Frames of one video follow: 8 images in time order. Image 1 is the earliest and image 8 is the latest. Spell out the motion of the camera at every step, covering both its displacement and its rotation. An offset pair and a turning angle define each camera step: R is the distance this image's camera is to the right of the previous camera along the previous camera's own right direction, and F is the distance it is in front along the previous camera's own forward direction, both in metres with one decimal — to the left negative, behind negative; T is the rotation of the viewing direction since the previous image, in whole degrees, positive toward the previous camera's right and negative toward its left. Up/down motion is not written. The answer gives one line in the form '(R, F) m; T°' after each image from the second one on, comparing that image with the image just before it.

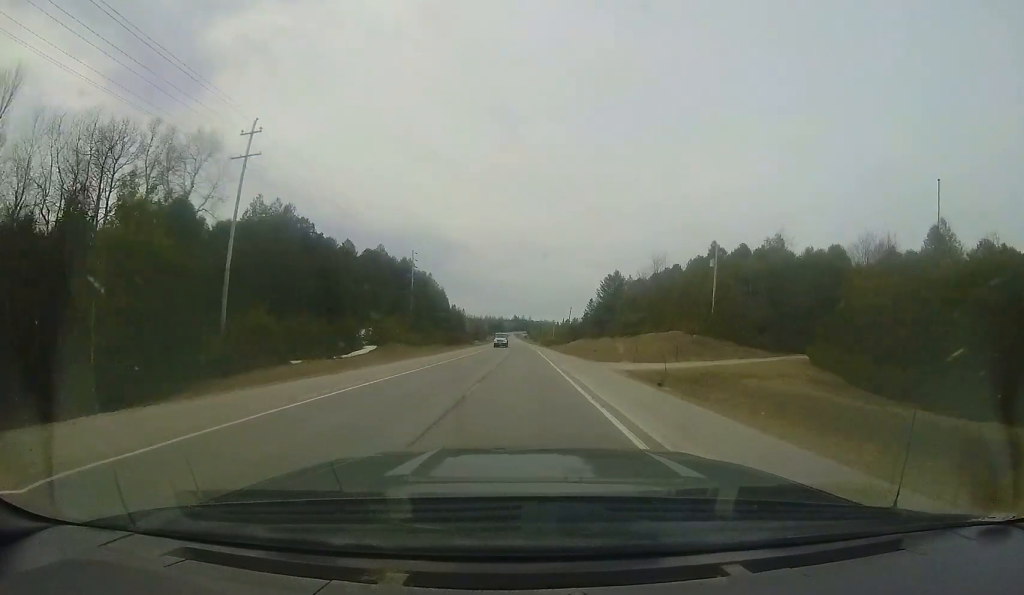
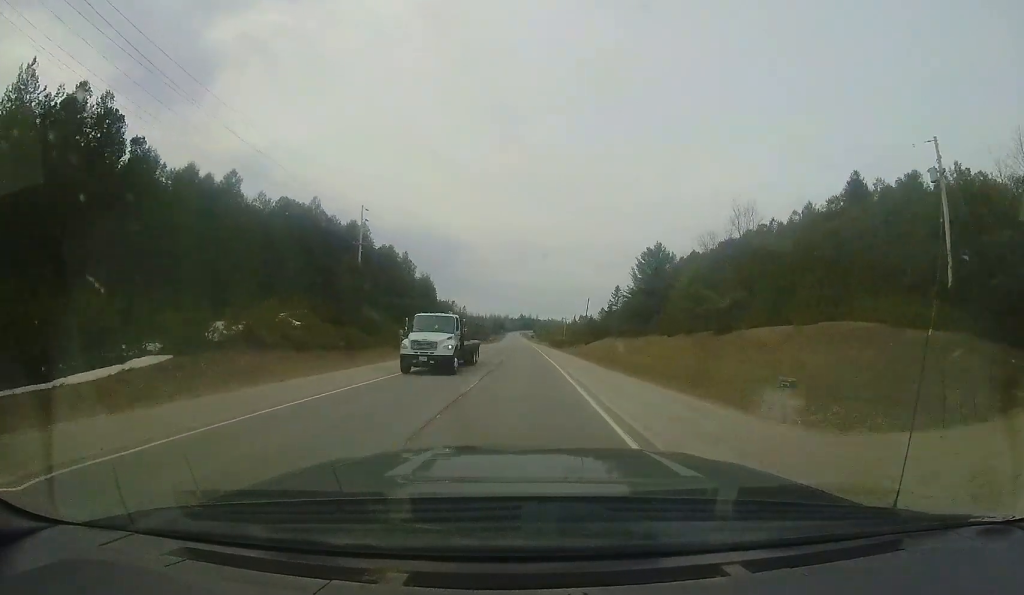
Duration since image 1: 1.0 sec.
(0.0, +26.3) m; -1°
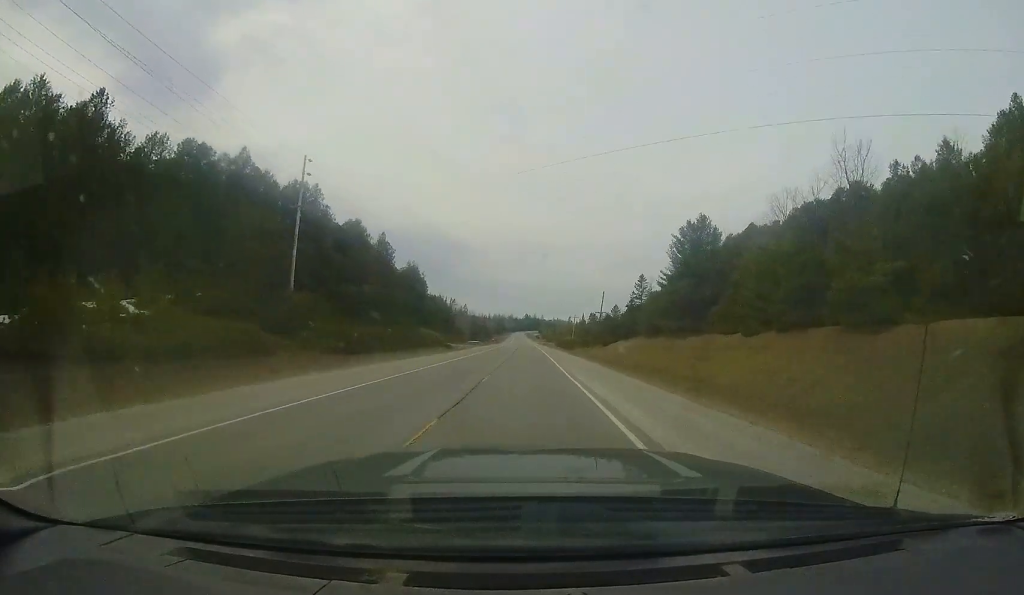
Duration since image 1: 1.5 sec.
(-0.1, +15.5) m; 0°
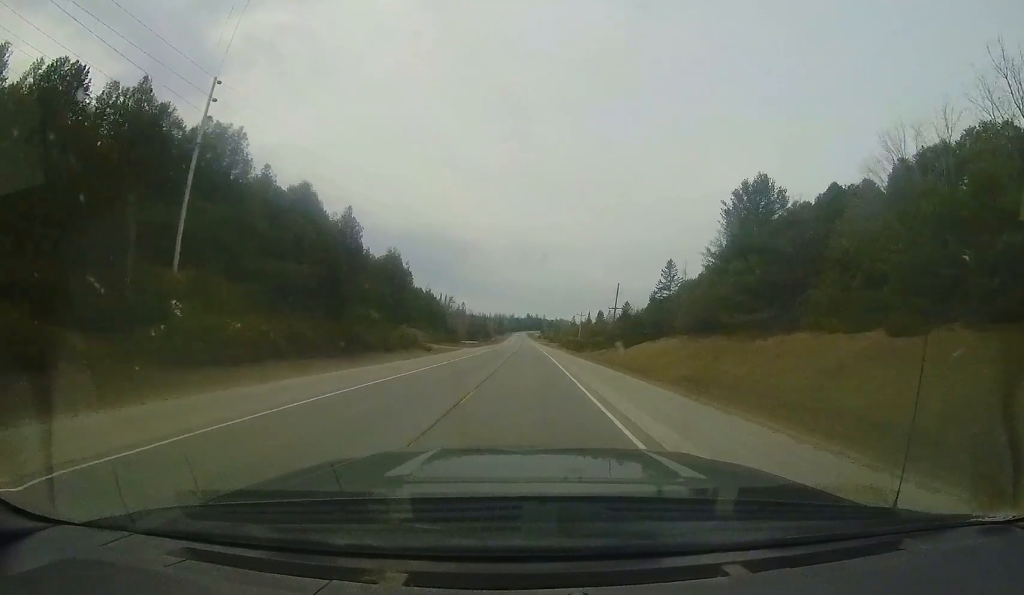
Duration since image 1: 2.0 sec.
(-0.3, +13.6) m; 0°
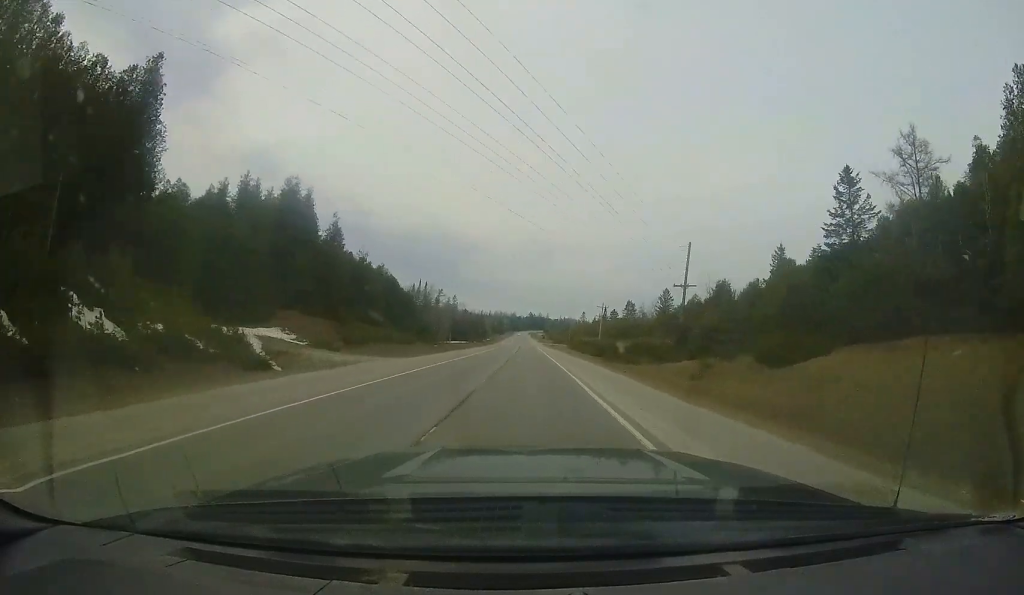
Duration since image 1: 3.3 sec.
(+0.4, +33.6) m; 0°
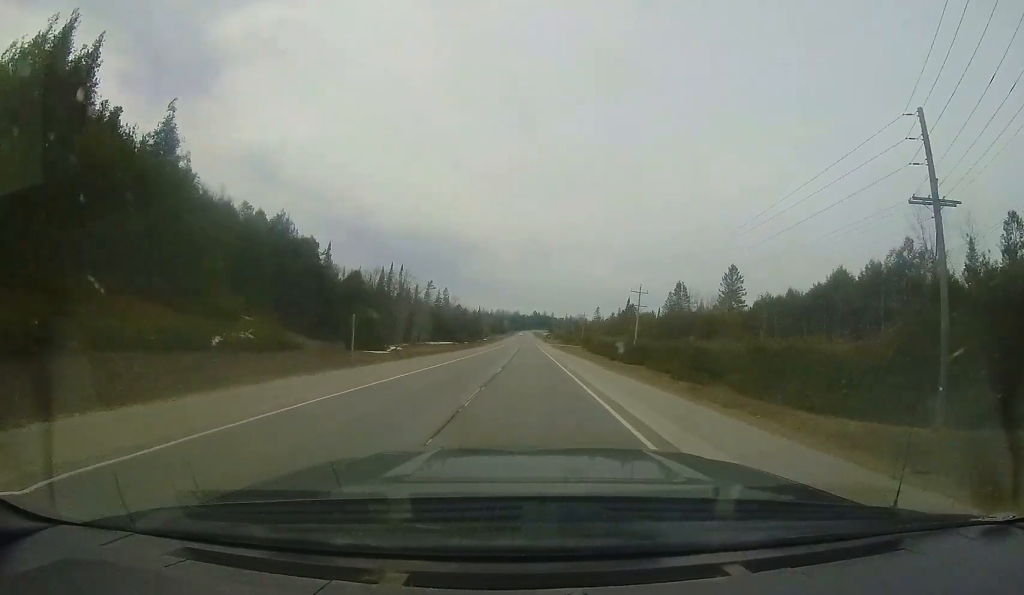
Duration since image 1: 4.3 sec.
(-0.5, +28.9) m; -1°
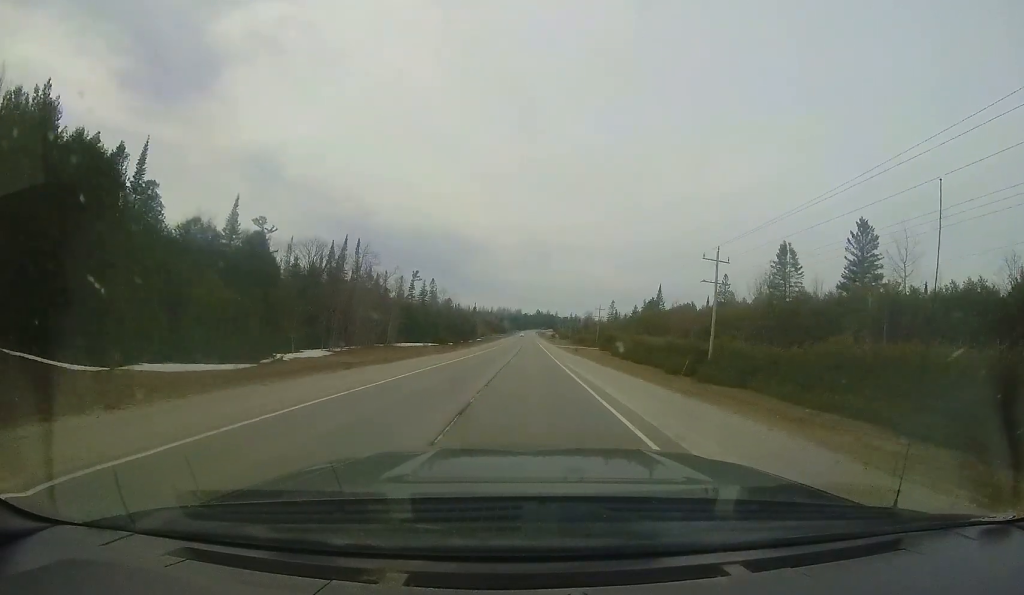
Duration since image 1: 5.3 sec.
(-0.1, +26.3) m; -1°
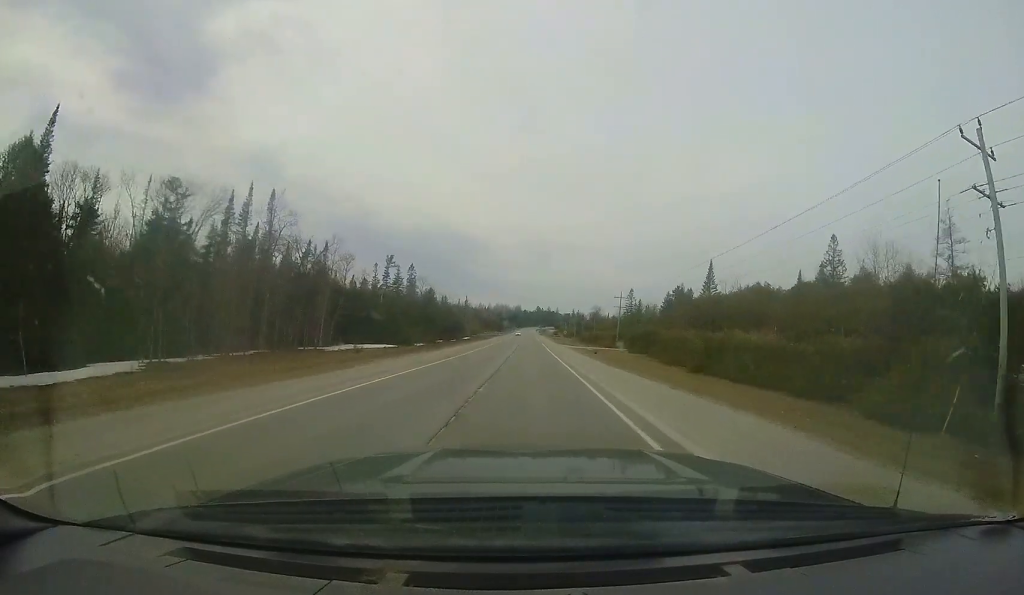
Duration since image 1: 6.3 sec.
(-0.5, +26.2) m; 0°
